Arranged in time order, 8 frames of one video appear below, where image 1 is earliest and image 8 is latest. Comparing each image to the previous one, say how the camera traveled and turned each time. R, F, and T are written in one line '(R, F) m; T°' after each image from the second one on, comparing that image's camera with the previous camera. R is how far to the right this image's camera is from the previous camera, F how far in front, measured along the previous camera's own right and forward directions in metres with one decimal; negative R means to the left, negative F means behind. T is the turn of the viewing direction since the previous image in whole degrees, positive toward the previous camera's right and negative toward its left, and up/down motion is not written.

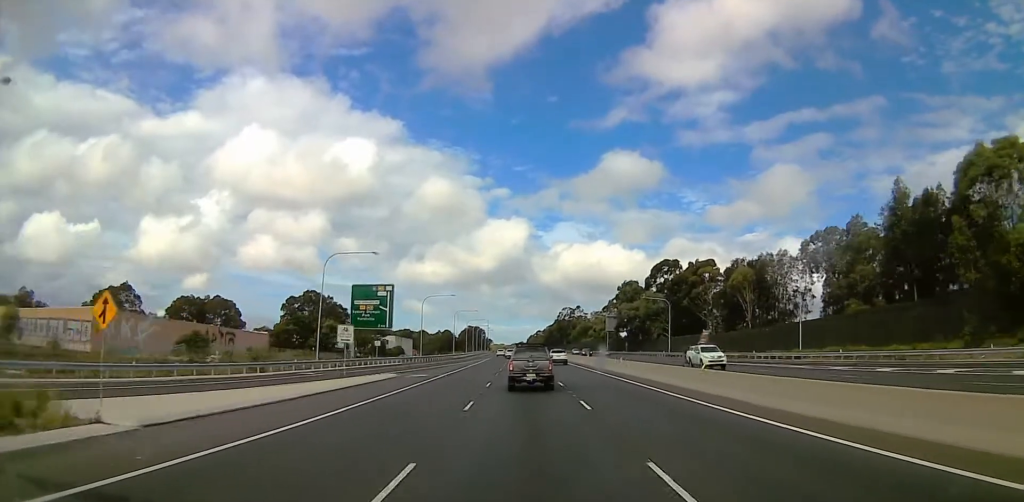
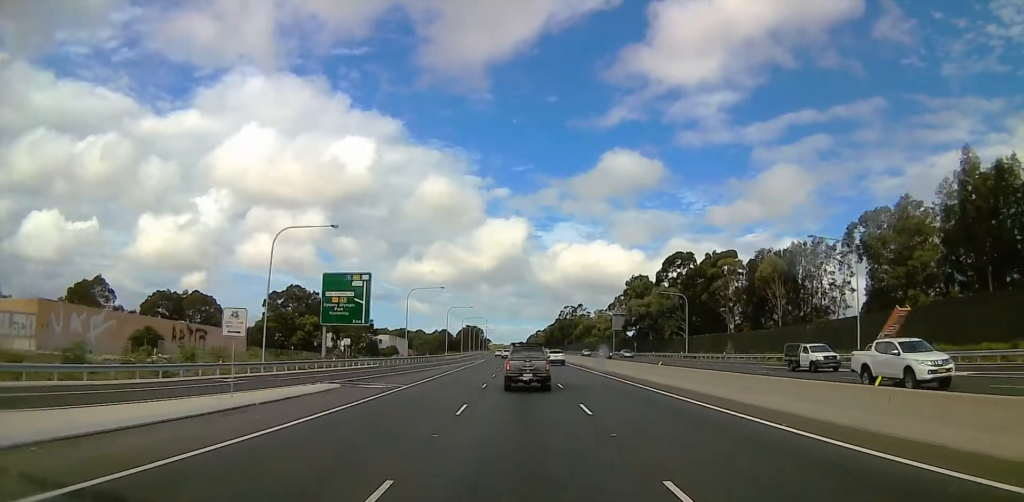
(-0.1, +13.2) m; -1°
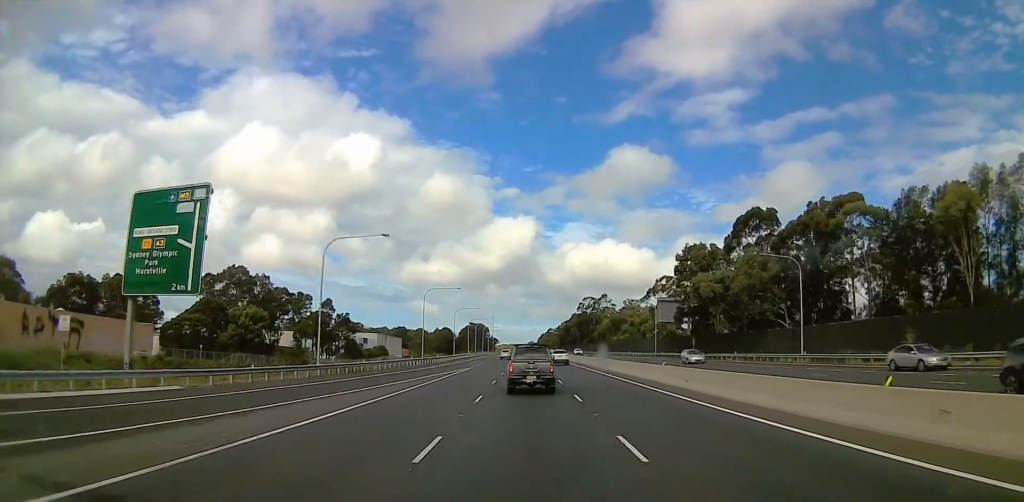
(-0.8, +42.1) m; -2°
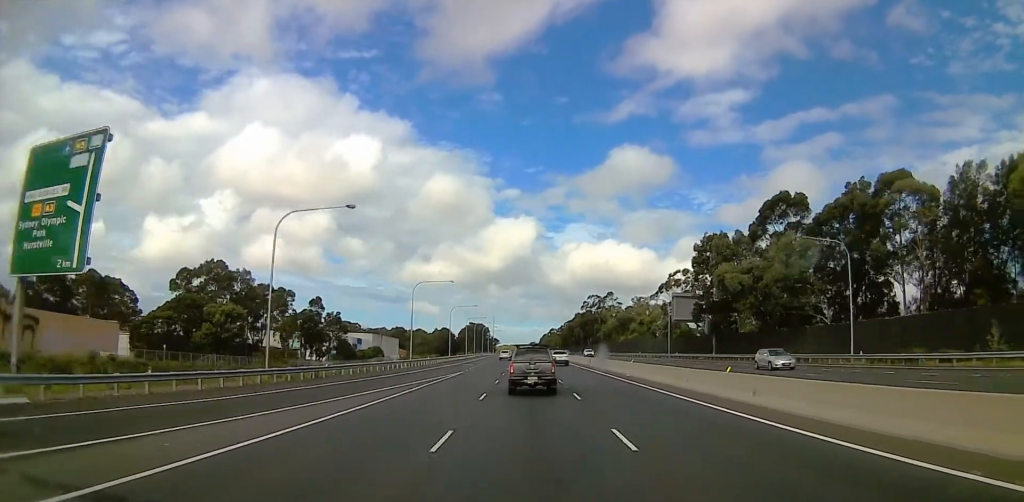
(0.0, +11.1) m; +1°
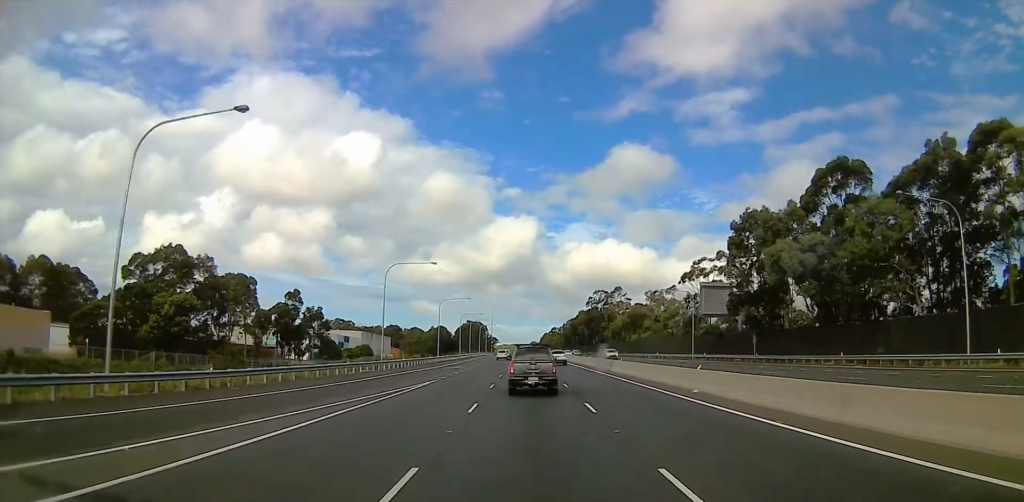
(-0.2, +17.5) m; +1°
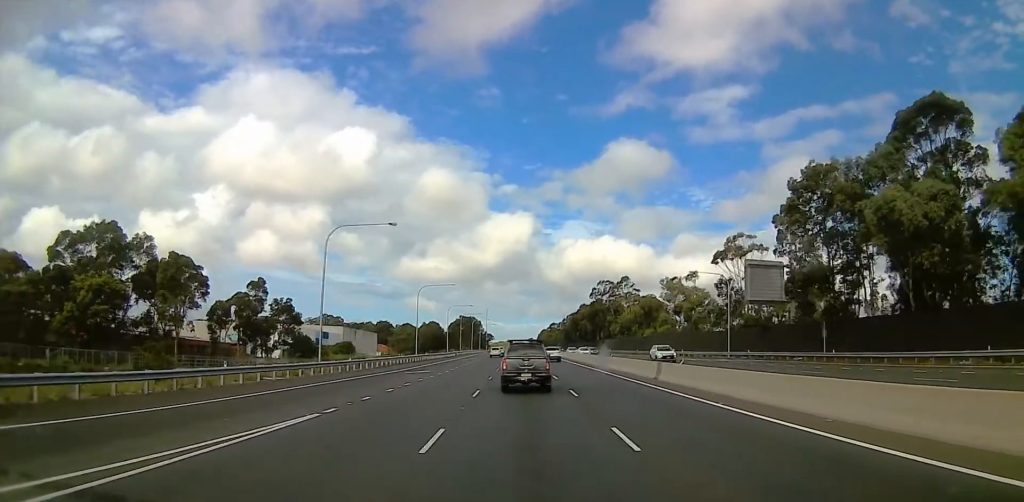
(+0.6, +18.9) m; +1°
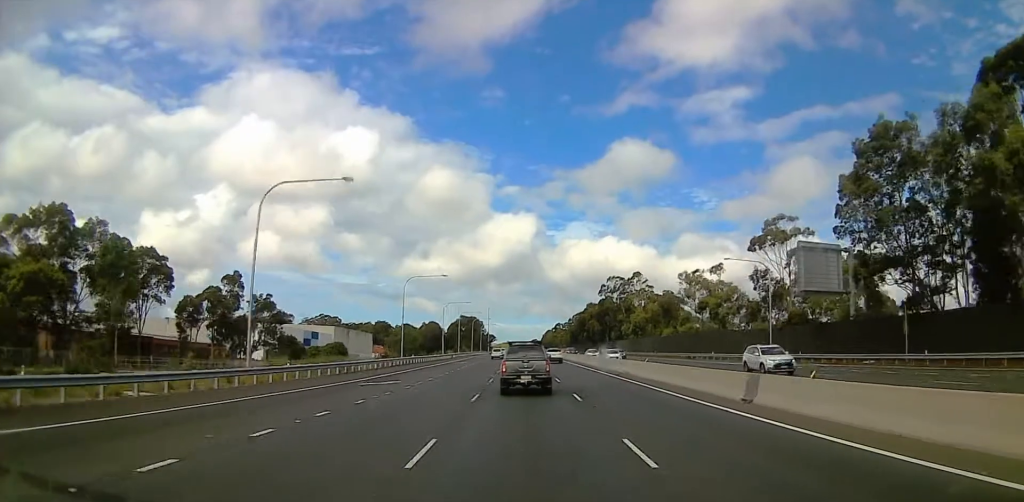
(+0.1, +12.9) m; 0°
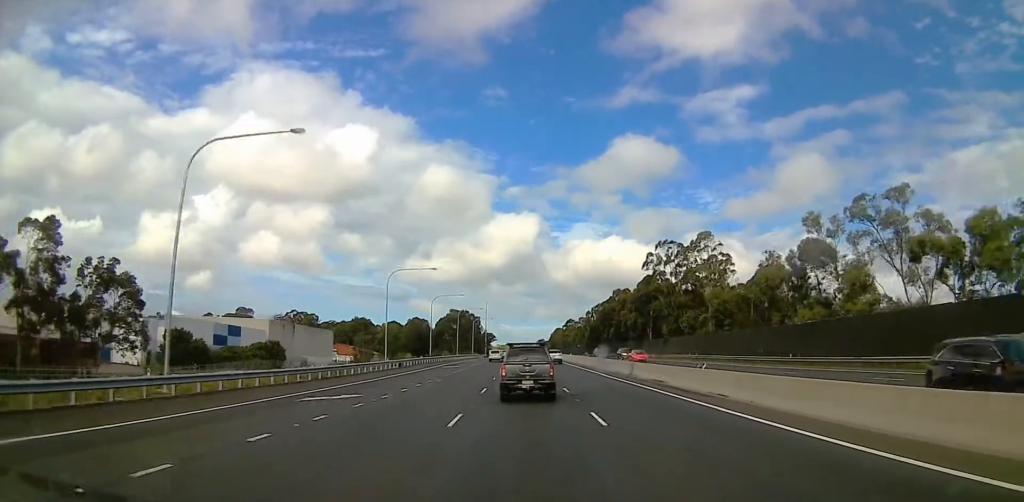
(-1.9, +55.3) m; -3°
